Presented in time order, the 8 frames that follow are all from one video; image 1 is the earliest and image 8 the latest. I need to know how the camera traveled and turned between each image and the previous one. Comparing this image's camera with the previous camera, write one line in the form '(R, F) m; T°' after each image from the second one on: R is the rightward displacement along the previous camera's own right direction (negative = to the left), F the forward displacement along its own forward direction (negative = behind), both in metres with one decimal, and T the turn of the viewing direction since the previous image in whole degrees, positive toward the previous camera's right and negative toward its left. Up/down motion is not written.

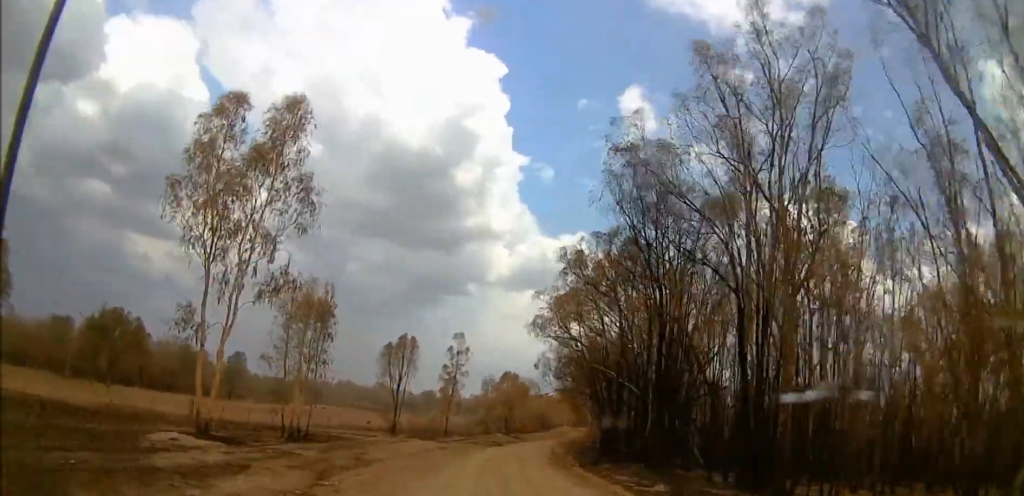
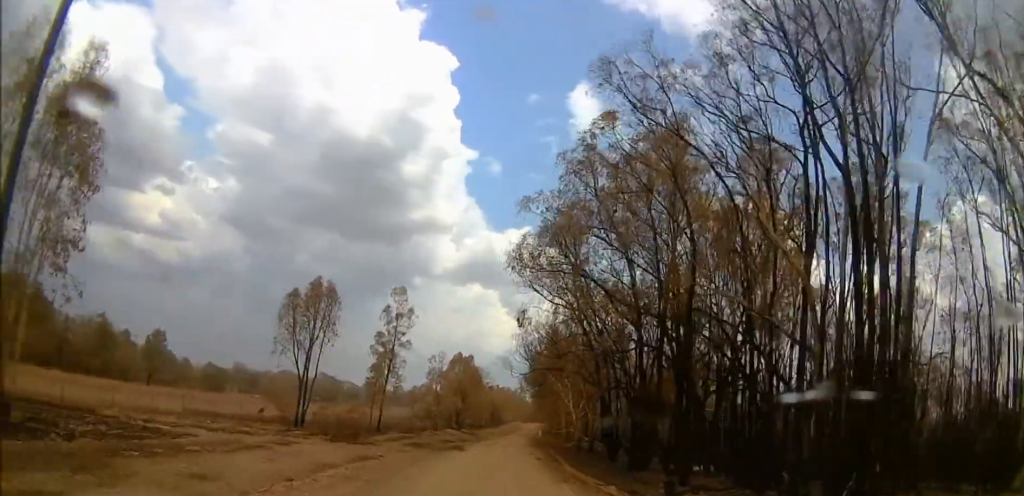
(+0.5, +20.1) m; +1°
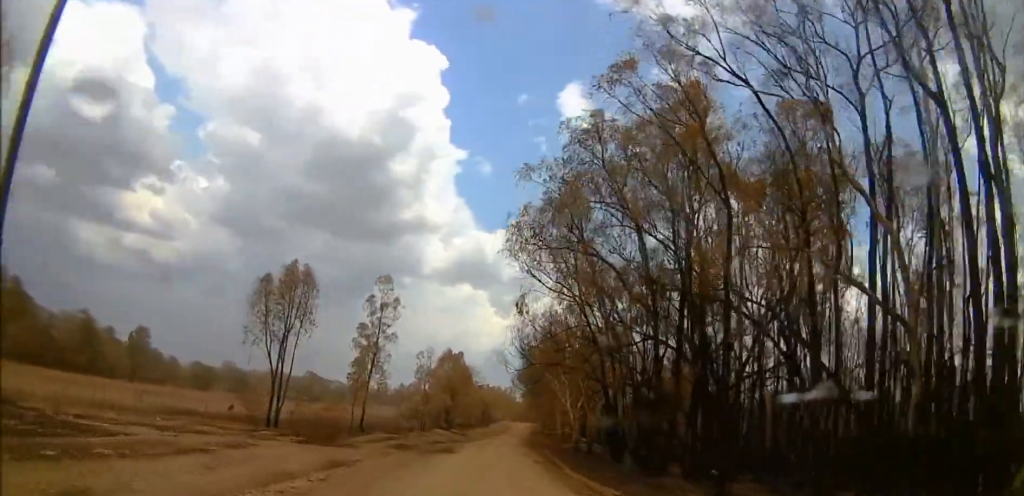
(-0.1, +3.9) m; +1°
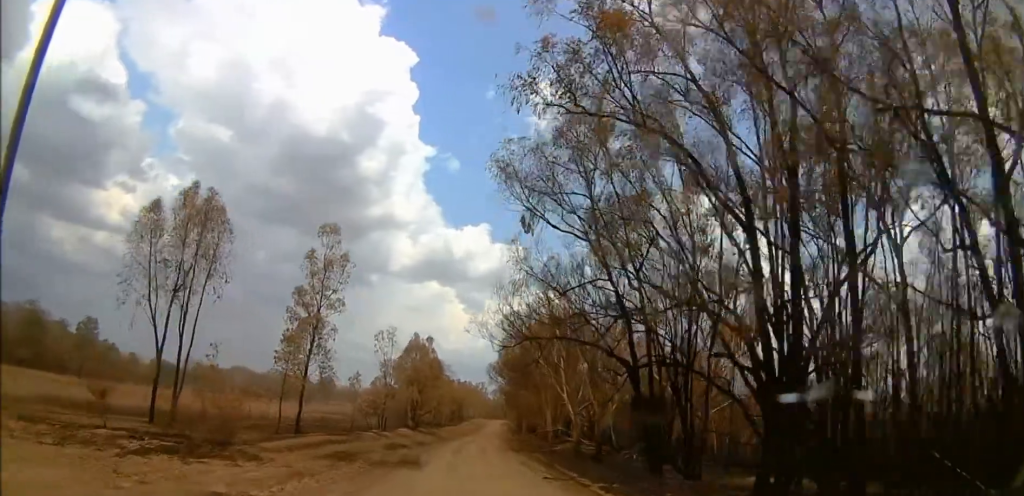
(+0.5, +10.8) m; +4°
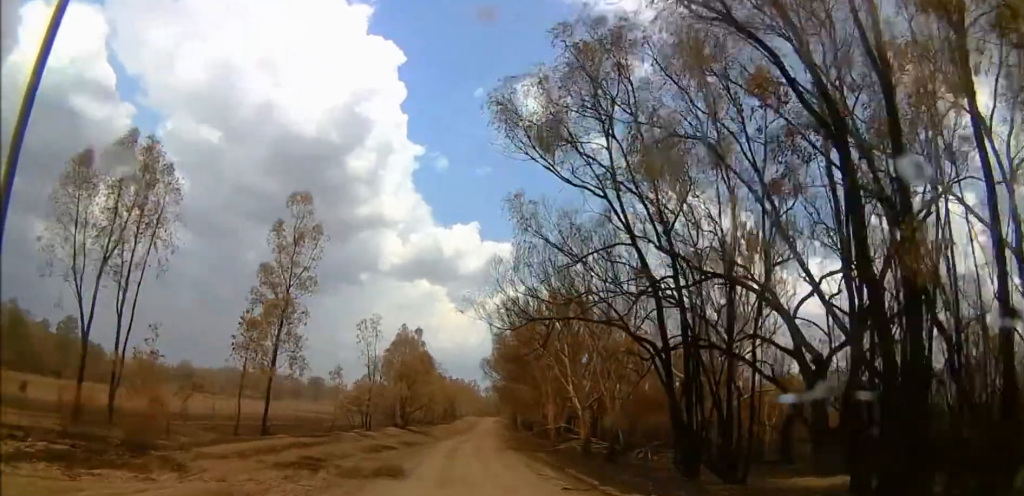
(+0.1, +4.9) m; 0°
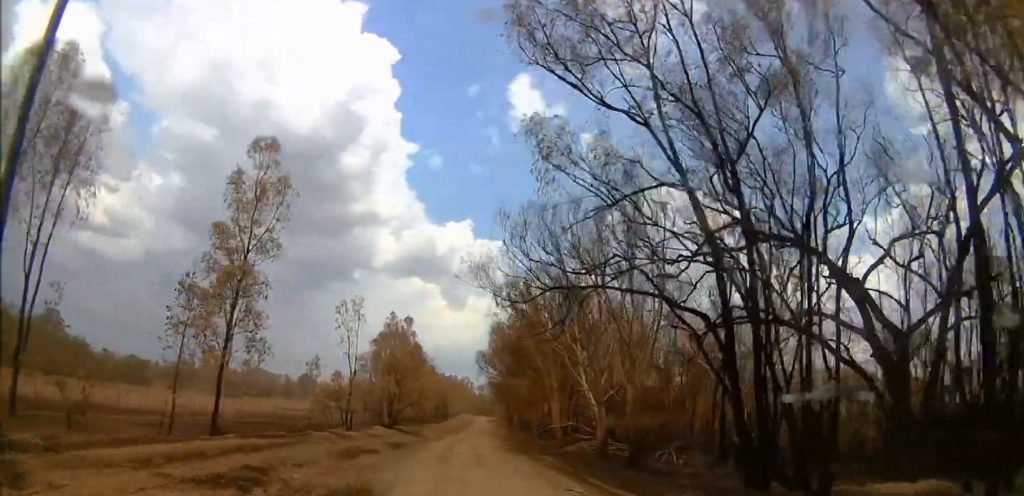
(0.0, +5.9) m; 0°
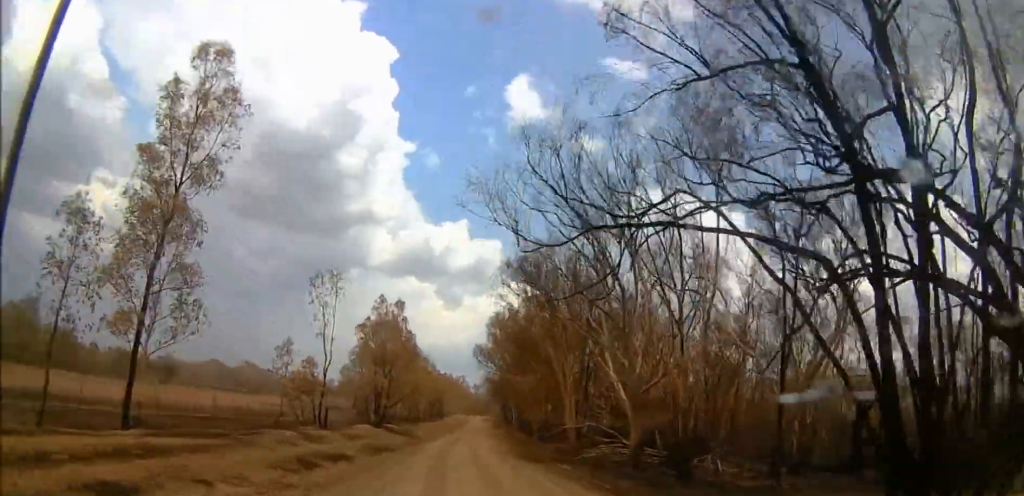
(0.0, +7.8) m; 0°
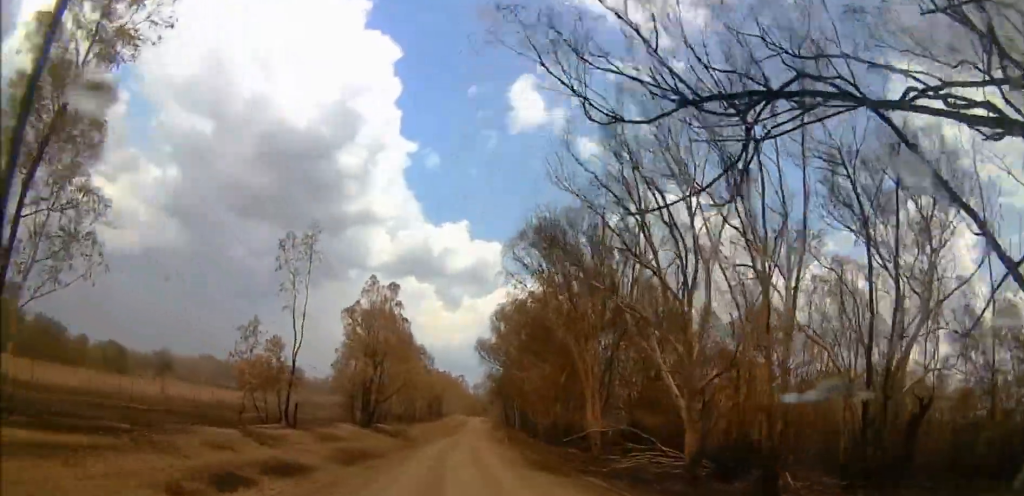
(0.0, +7.2) m; +1°
